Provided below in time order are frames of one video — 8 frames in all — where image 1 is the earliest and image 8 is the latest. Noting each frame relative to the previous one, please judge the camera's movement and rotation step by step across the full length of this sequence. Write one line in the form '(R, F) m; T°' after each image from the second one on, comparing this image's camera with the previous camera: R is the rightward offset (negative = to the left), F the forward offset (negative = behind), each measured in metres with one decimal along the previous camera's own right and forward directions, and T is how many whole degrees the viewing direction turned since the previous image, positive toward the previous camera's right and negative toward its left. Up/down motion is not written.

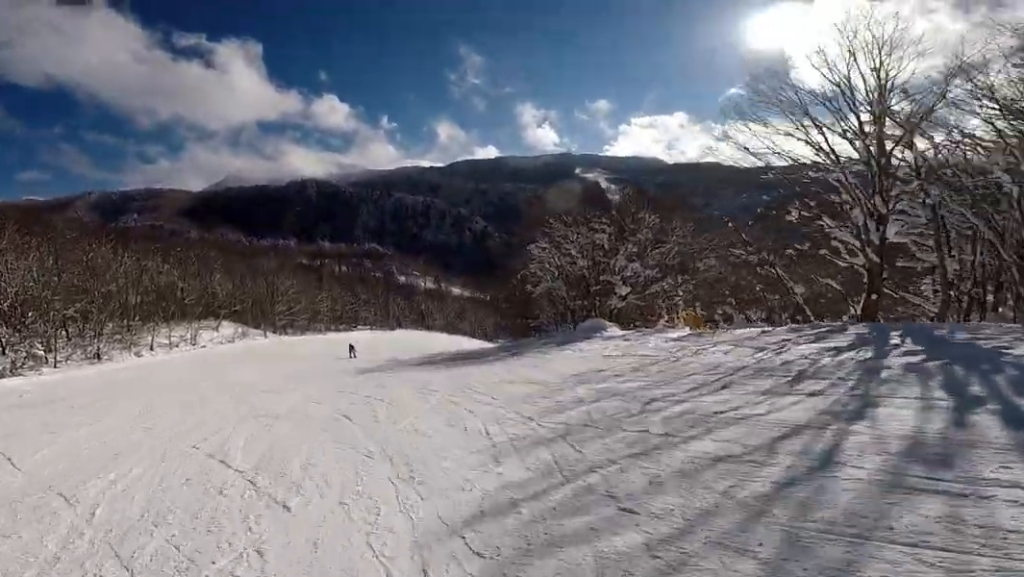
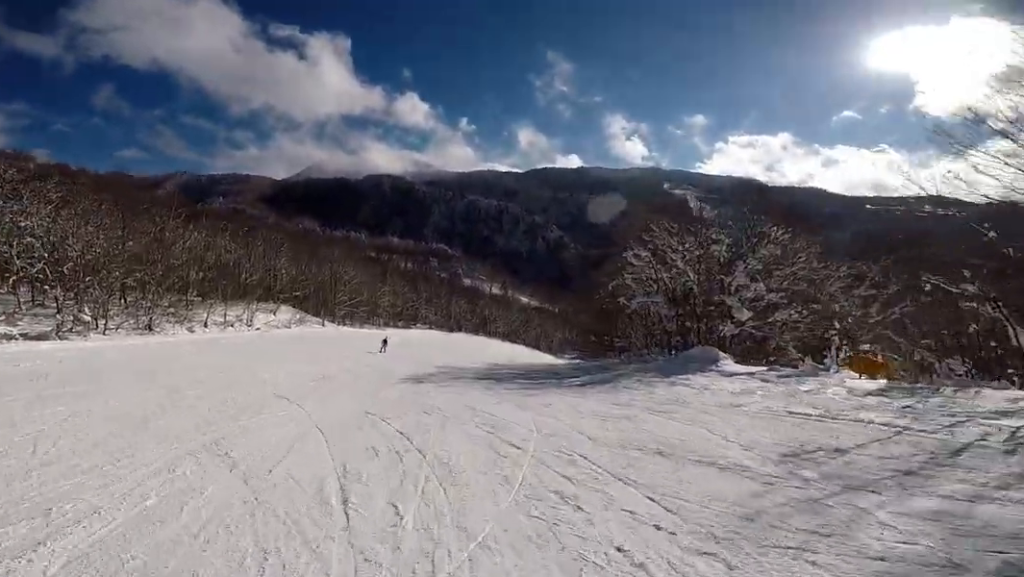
(0.0, +4.8) m; -2°
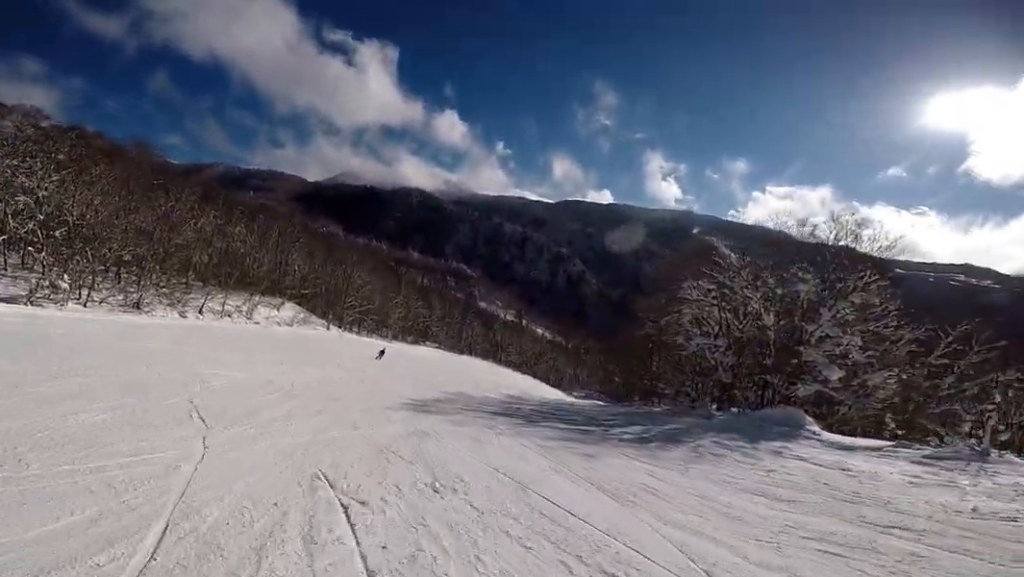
(0.0, +5.3) m; -4°
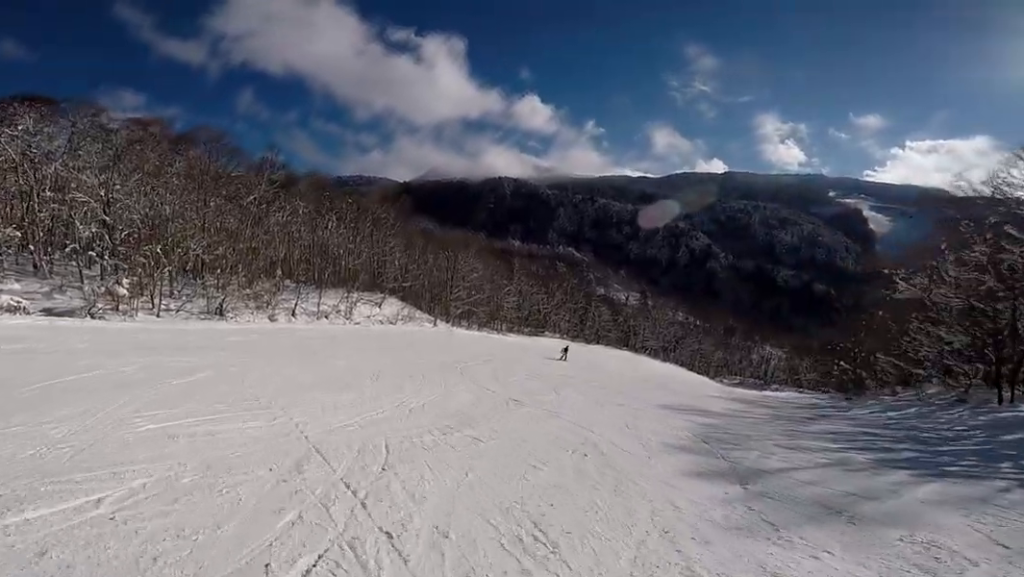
(-0.9, +10.5) m; -5°
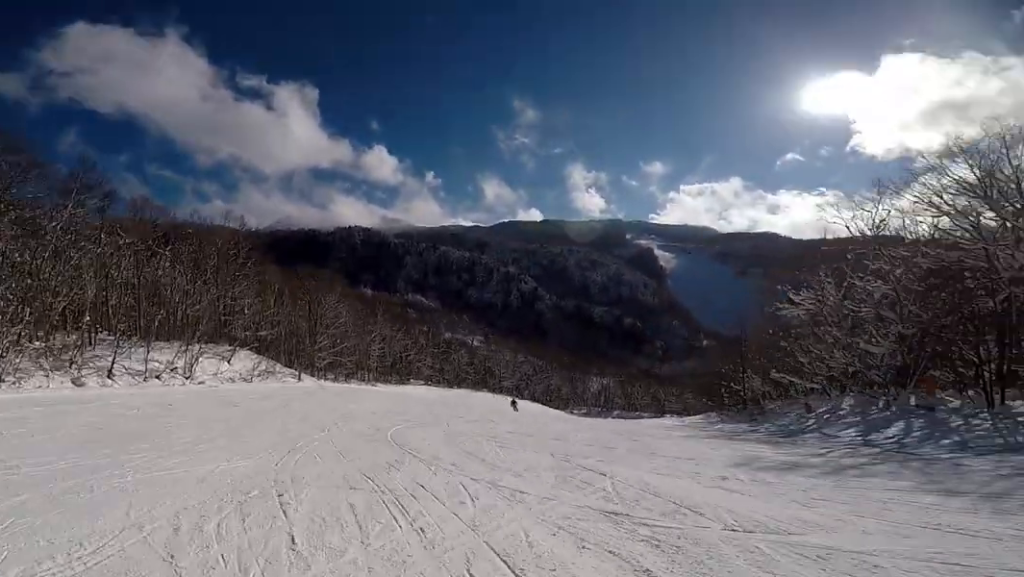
(0.0, +8.2) m; +11°
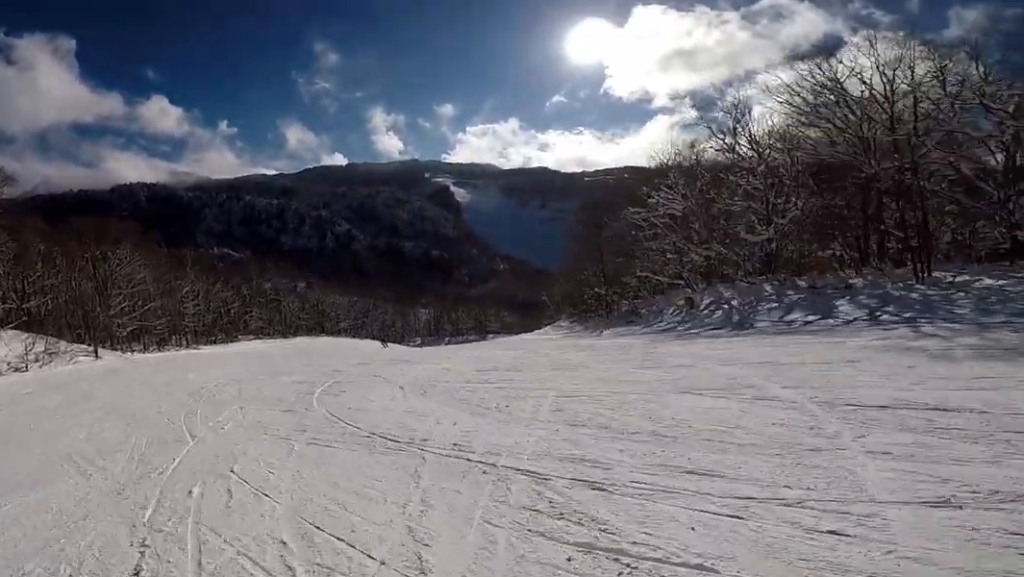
(+1.4, +7.5) m; +15°
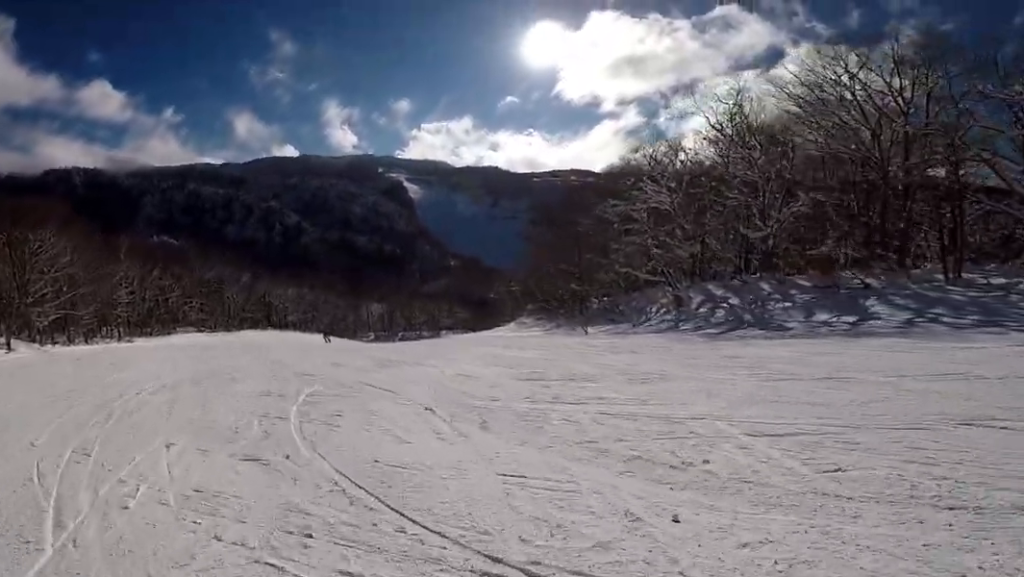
(+0.4, +3.7) m; +1°
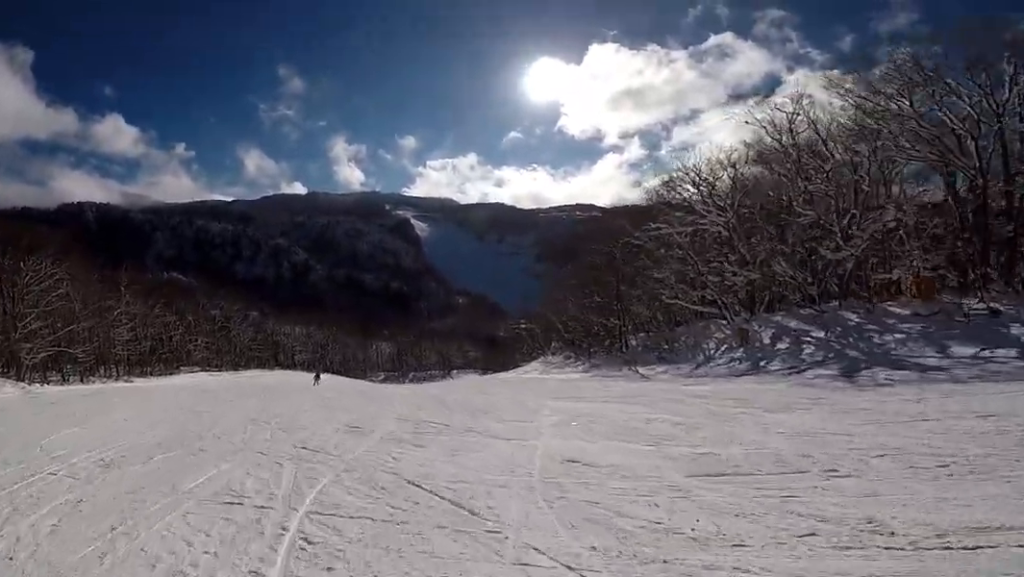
(+0.4, +4.1) m; 0°
